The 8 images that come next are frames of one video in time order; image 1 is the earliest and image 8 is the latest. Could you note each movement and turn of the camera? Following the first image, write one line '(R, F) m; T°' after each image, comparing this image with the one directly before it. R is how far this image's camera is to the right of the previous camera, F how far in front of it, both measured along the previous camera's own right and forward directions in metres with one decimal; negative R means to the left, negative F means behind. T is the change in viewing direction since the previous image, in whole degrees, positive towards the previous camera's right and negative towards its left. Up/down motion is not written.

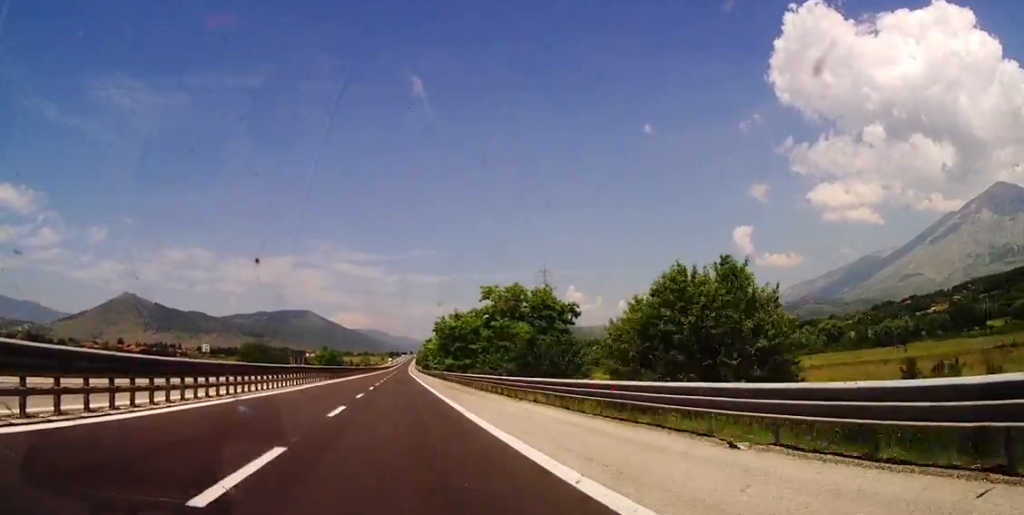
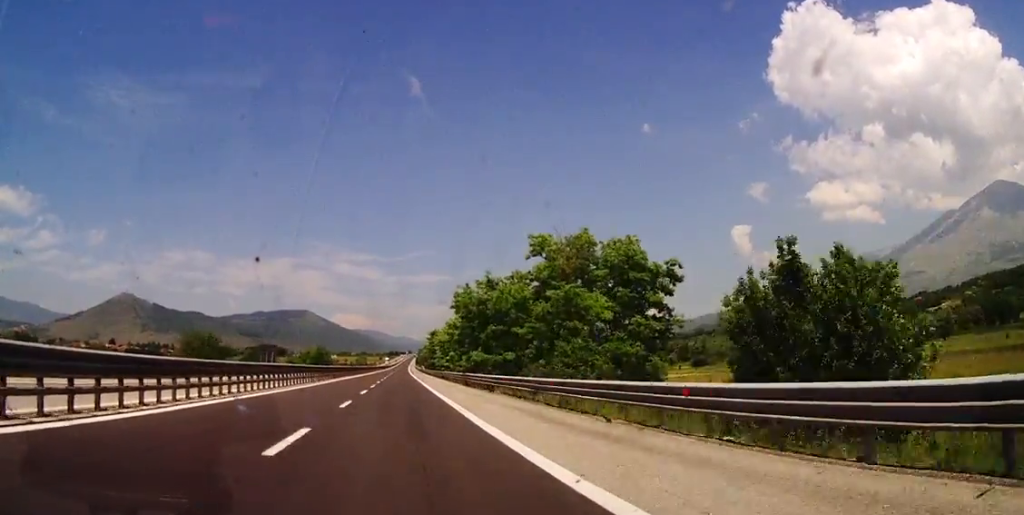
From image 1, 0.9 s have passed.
(0.0, +31.3) m; 0°
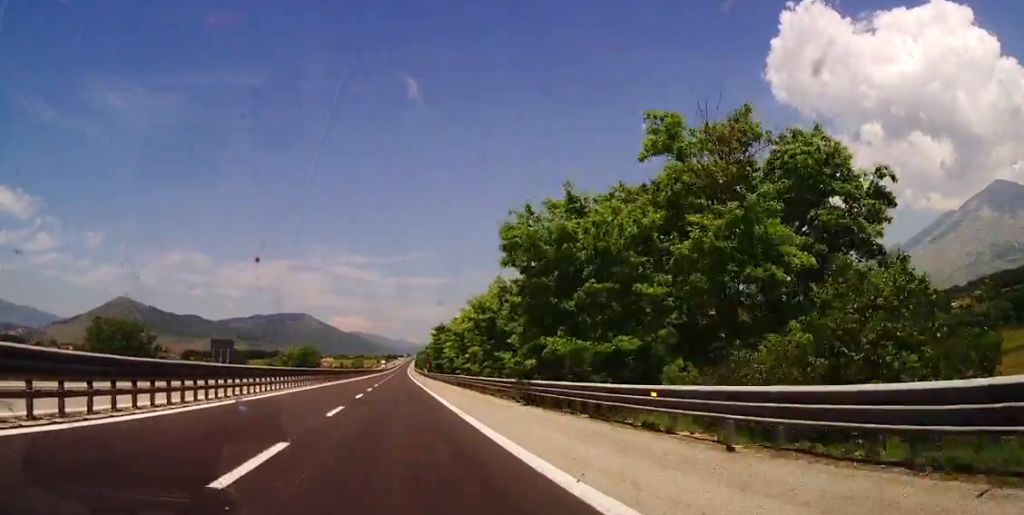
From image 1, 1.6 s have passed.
(-0.2, +25.5) m; 0°
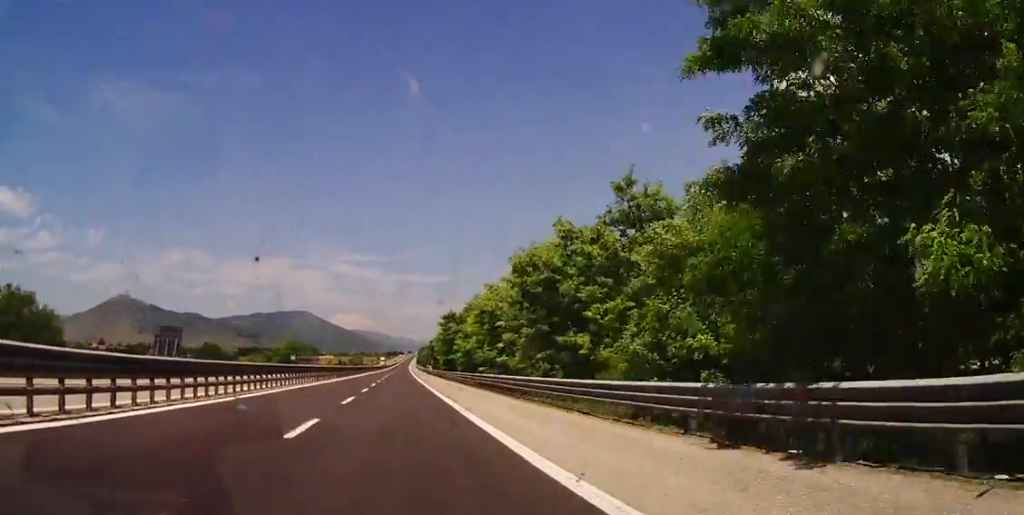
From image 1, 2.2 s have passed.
(+0.2, +18.5) m; 0°
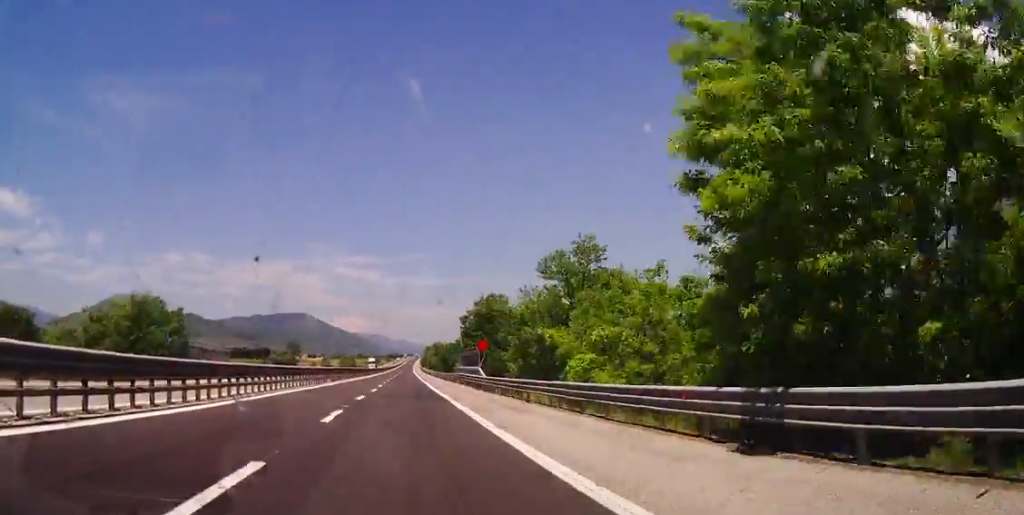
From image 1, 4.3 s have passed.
(-0.2, +75.7) m; 0°
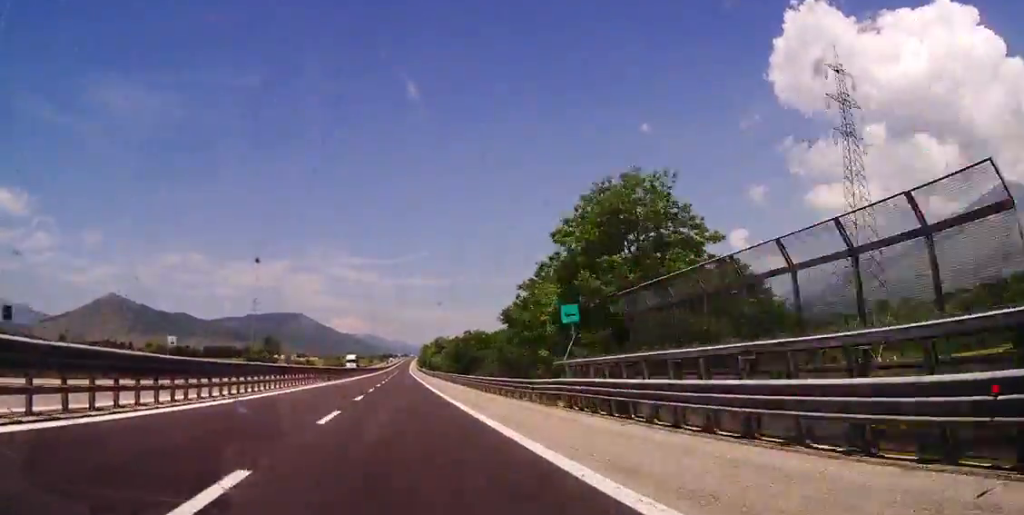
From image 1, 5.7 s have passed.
(+0.2, +47.2) m; 0°
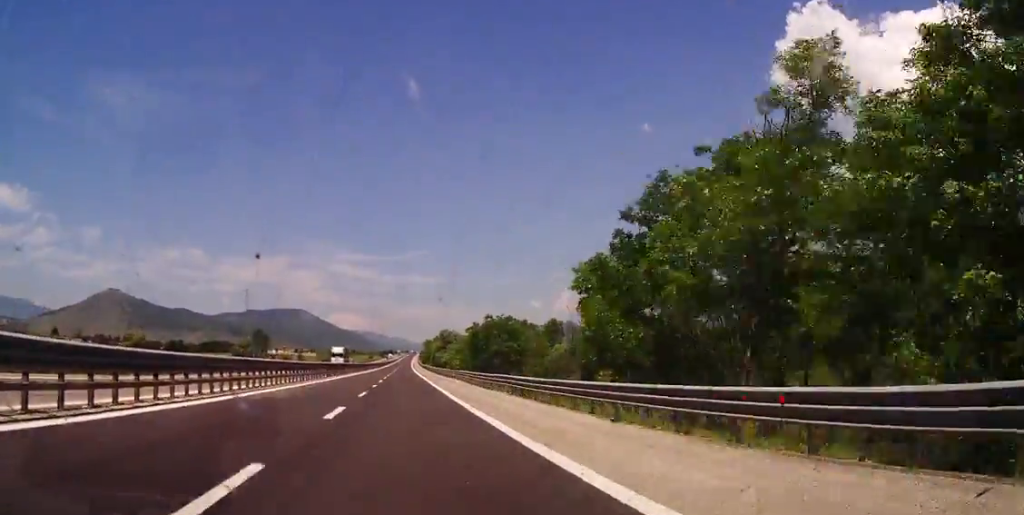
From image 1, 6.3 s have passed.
(-0.1, +22.6) m; 0°
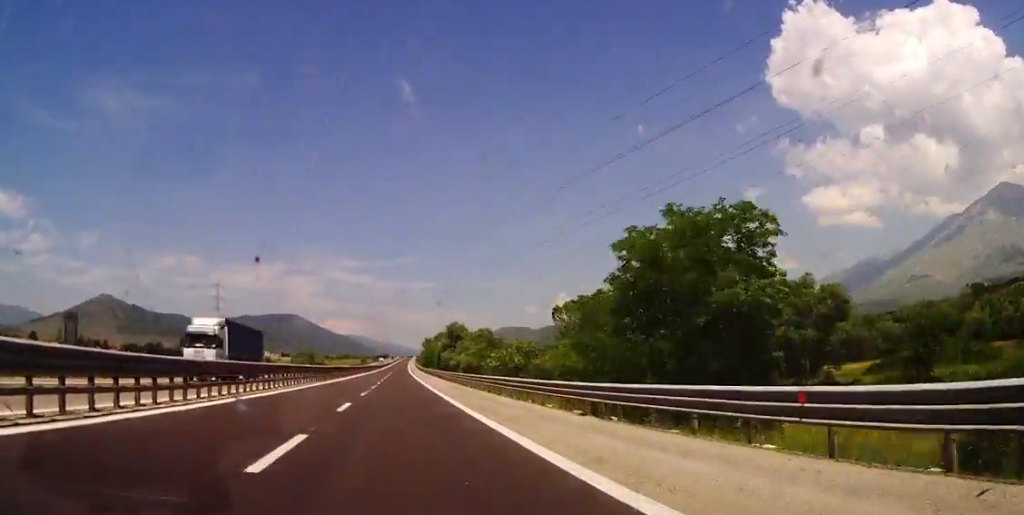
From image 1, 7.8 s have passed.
(-0.2, +54.0) m; 0°
